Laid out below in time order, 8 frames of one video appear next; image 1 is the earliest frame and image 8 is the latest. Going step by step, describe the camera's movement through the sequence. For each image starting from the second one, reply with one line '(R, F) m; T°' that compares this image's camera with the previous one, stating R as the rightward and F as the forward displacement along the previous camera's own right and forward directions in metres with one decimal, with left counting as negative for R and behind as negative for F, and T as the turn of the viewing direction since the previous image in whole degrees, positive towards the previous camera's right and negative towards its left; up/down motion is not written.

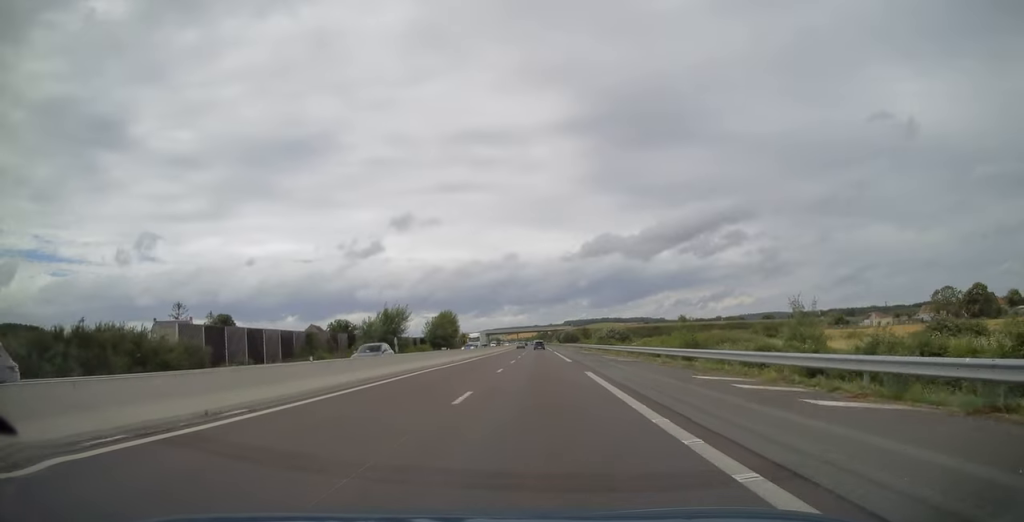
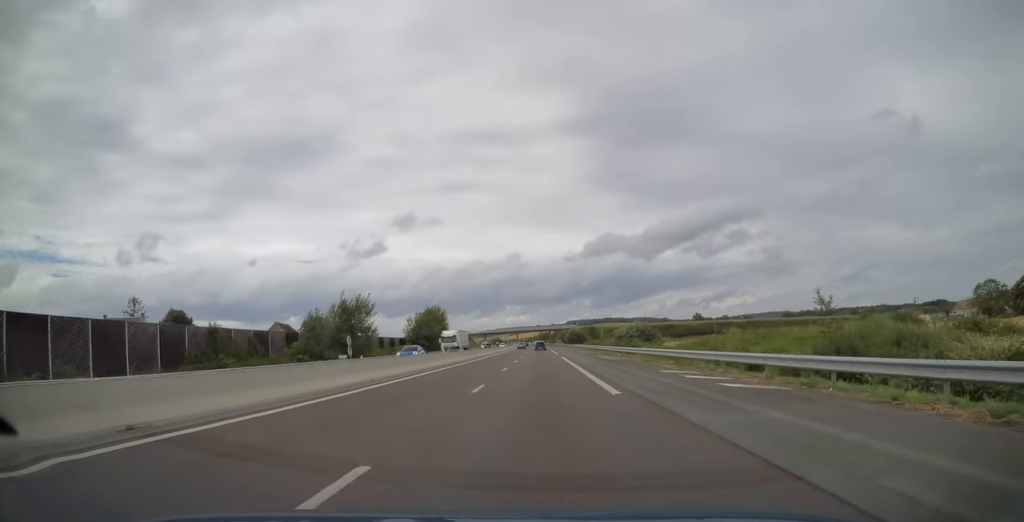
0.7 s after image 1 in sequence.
(-0.1, +22.5) m; 0°
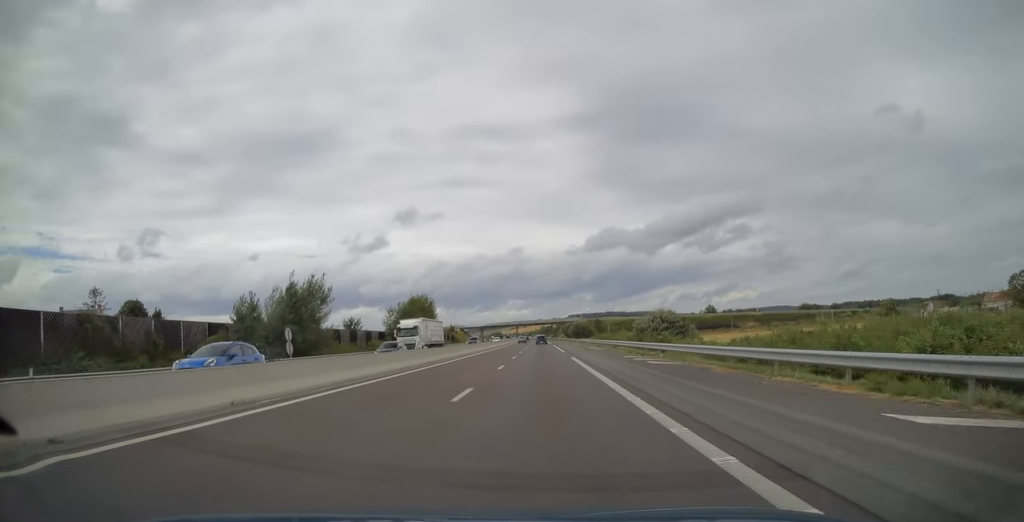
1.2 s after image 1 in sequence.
(0.0, +16.6) m; 0°
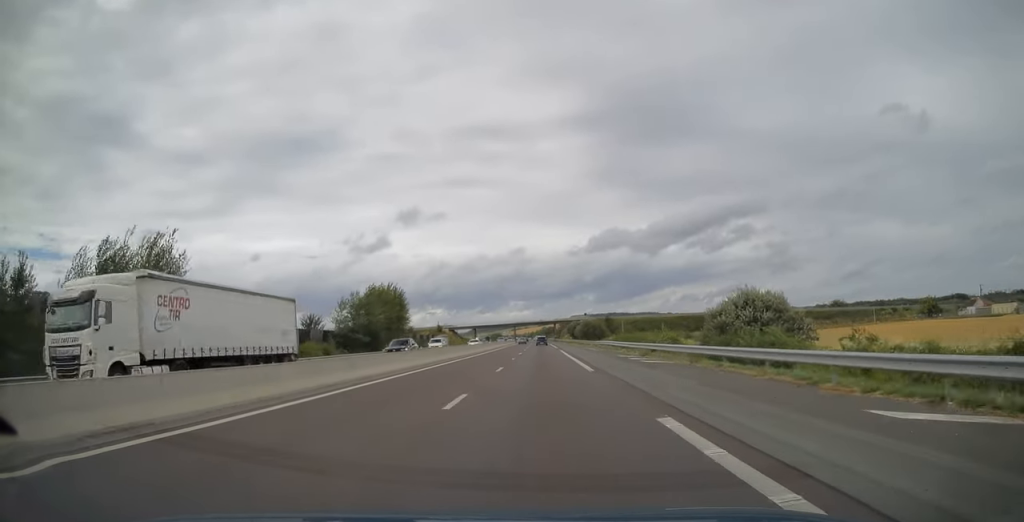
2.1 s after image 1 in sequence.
(0.0, +27.4) m; 0°
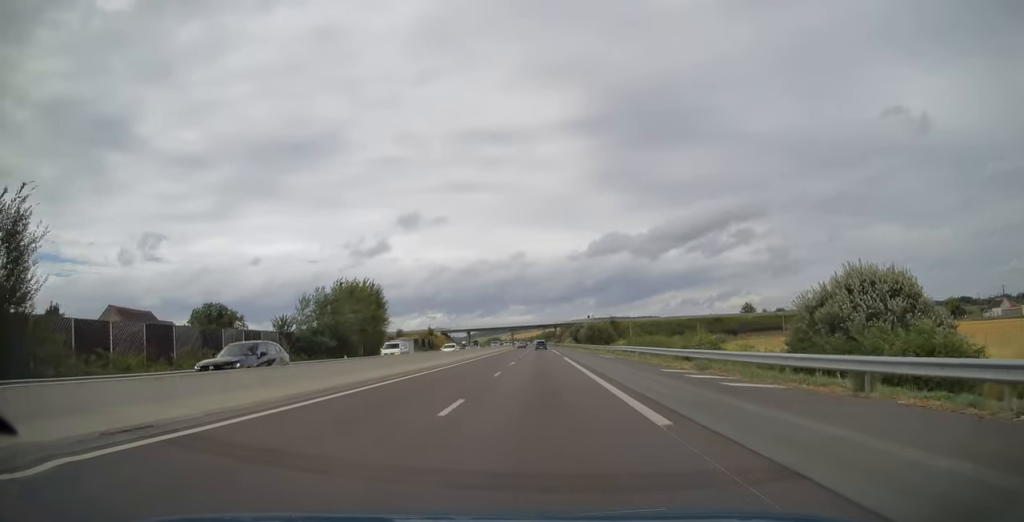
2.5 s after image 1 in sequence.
(0.0, +13.4) m; 0°
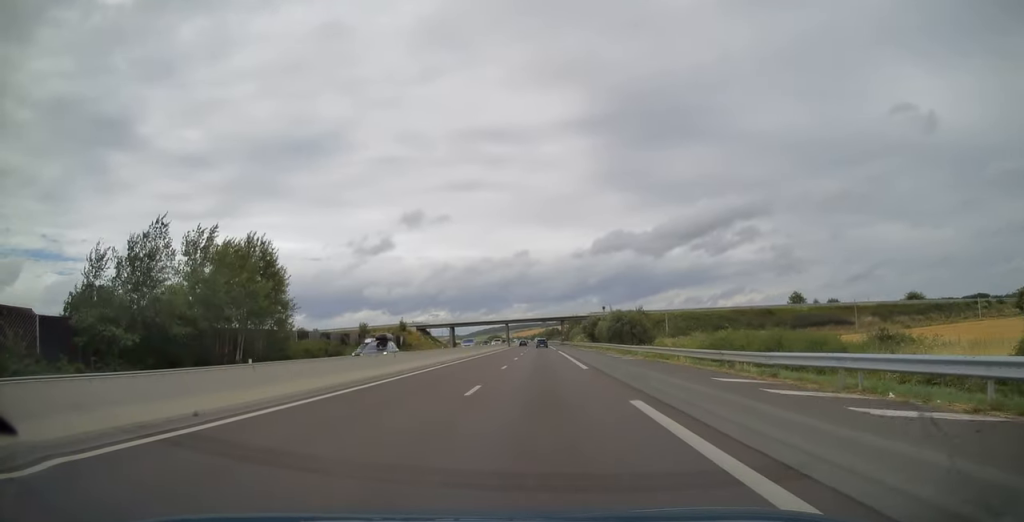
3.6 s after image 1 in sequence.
(-0.1, +35.4) m; 0°
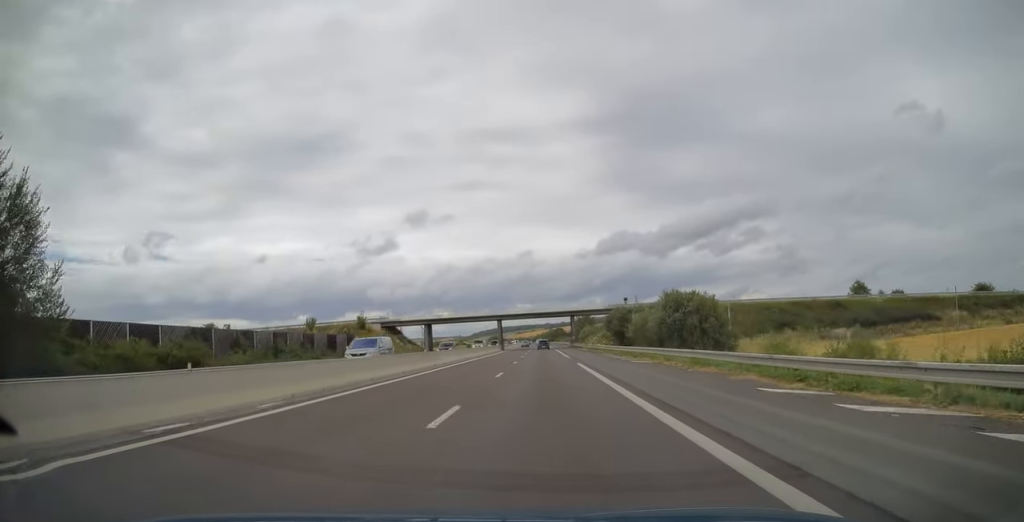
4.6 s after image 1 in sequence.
(0.0, +31.2) m; 0°
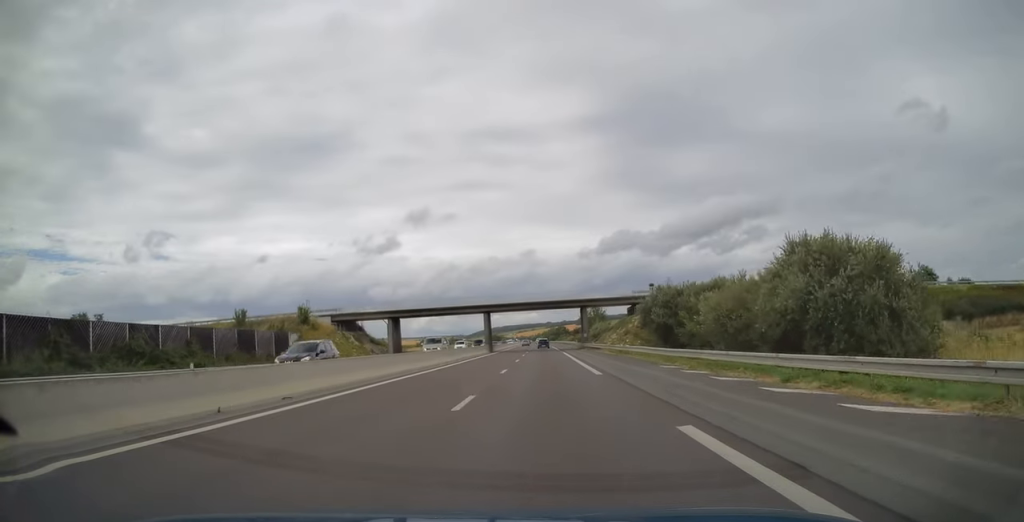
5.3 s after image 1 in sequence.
(0.0, +24.2) m; 0°
